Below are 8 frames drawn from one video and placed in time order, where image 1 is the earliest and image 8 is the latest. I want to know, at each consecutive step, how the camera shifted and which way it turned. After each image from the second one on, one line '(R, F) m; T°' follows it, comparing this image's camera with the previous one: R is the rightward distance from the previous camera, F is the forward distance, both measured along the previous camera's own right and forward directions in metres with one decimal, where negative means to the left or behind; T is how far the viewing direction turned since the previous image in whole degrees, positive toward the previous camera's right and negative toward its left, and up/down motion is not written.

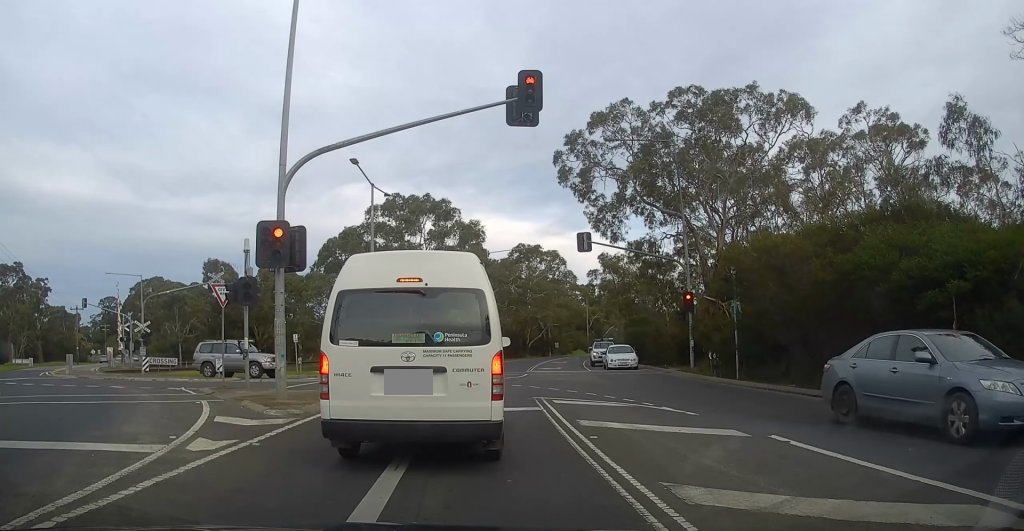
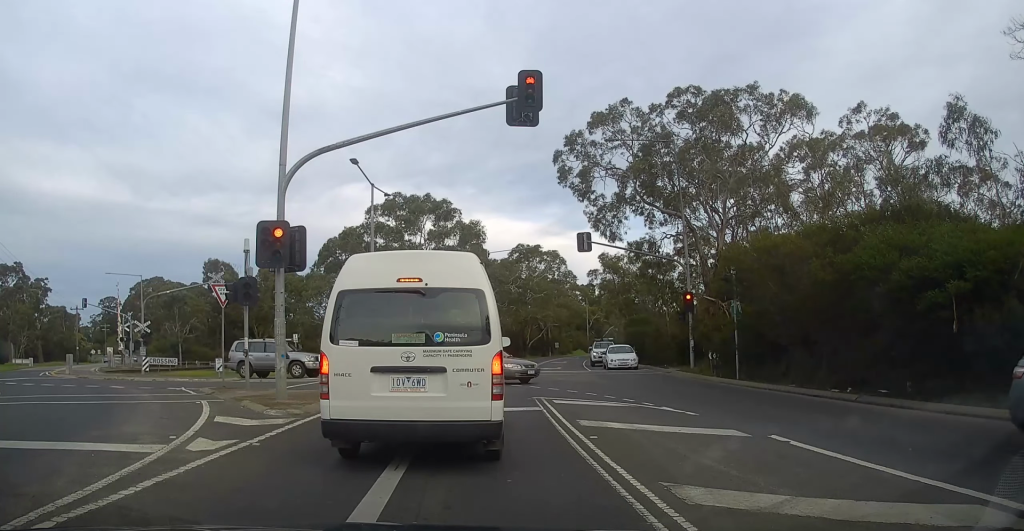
(0.0, 0.0) m; 0°
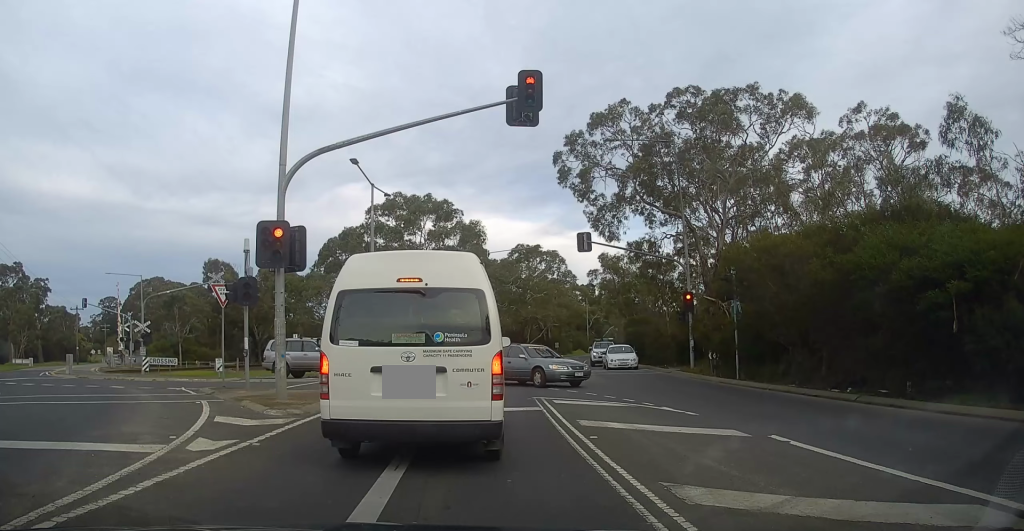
(0.0, 0.0) m; 0°
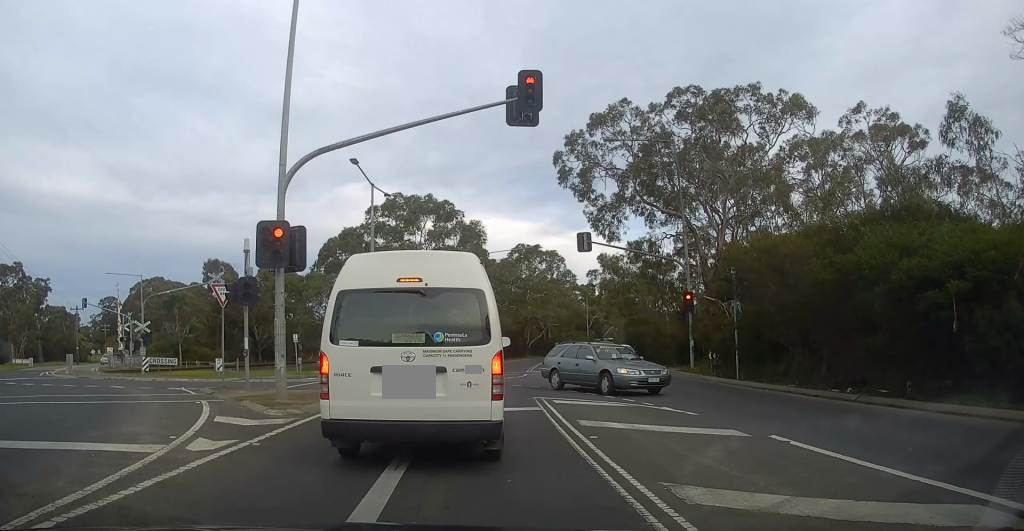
(0.0, 0.0) m; 0°
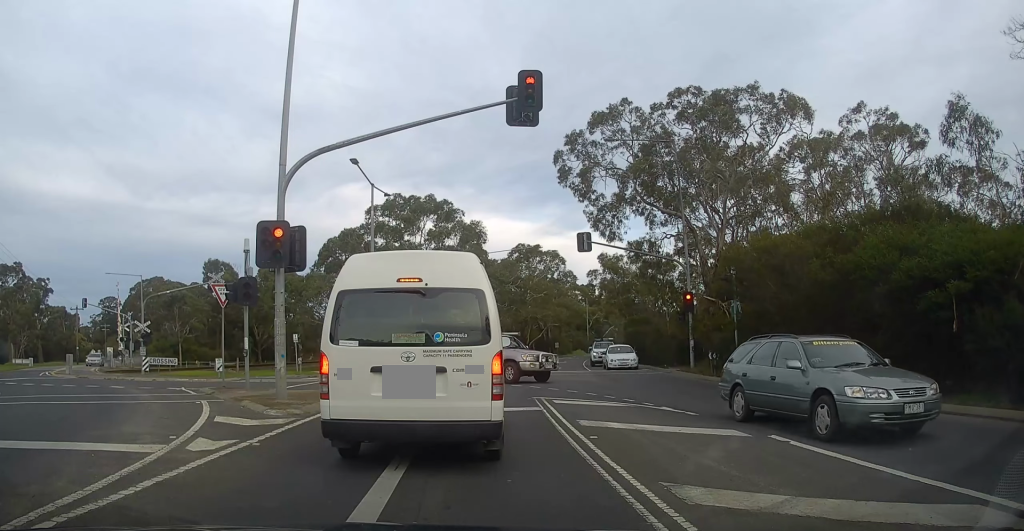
(0.0, 0.0) m; 0°
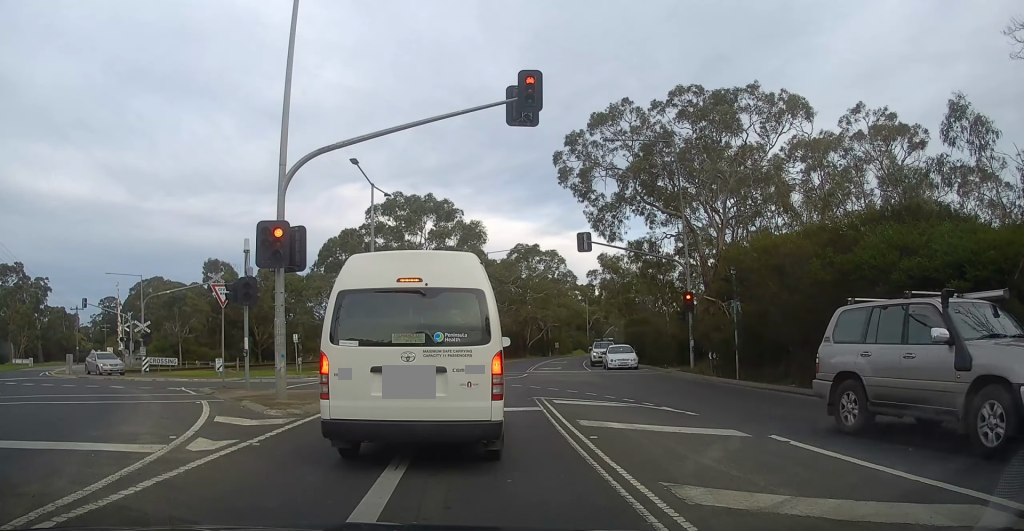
(0.0, 0.0) m; 0°
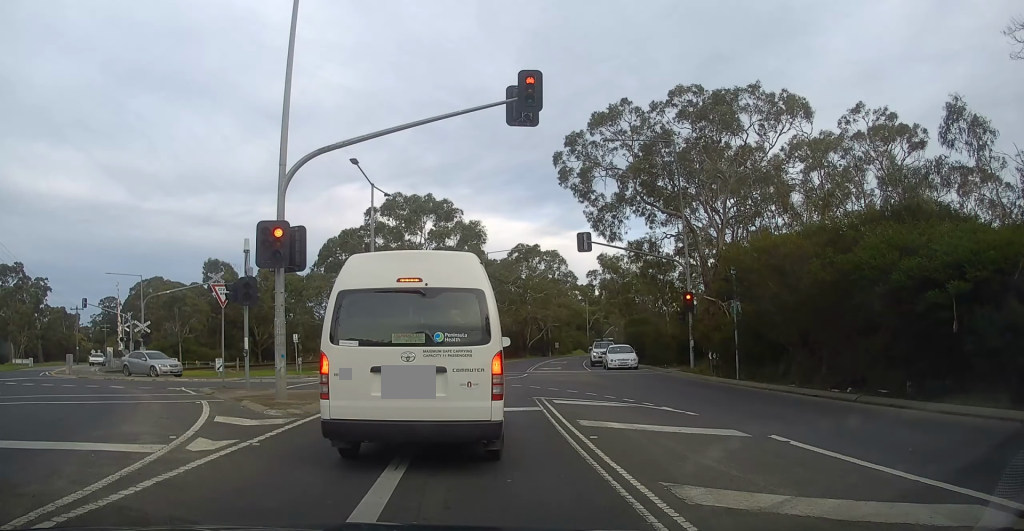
(0.0, 0.0) m; 0°
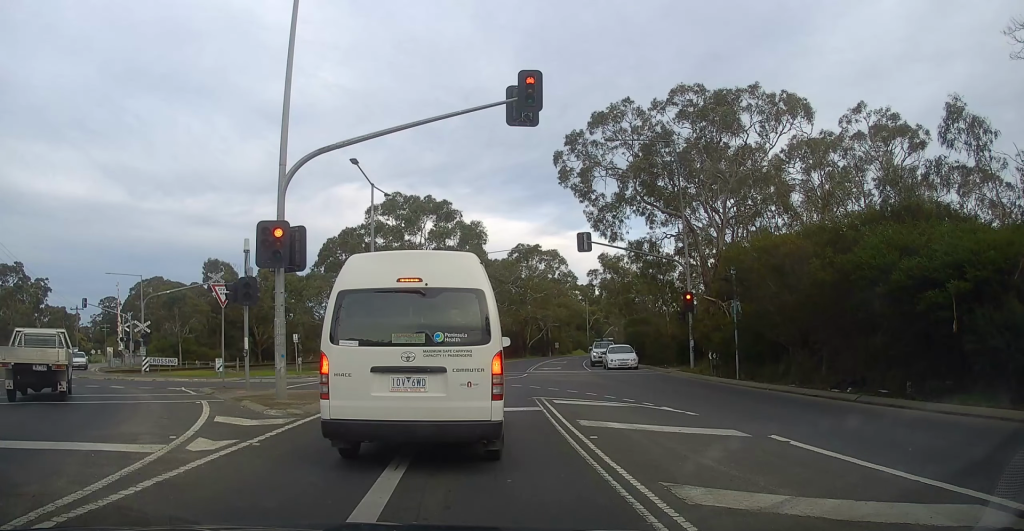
(0.0, 0.0) m; 0°
